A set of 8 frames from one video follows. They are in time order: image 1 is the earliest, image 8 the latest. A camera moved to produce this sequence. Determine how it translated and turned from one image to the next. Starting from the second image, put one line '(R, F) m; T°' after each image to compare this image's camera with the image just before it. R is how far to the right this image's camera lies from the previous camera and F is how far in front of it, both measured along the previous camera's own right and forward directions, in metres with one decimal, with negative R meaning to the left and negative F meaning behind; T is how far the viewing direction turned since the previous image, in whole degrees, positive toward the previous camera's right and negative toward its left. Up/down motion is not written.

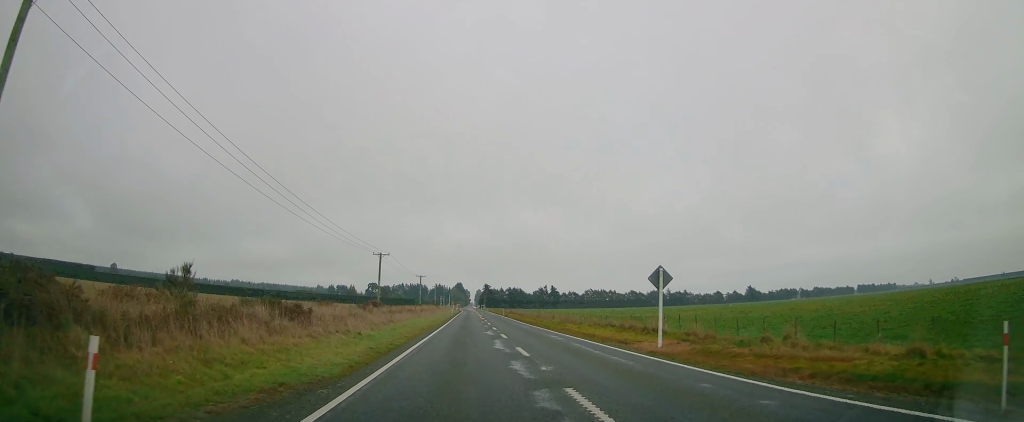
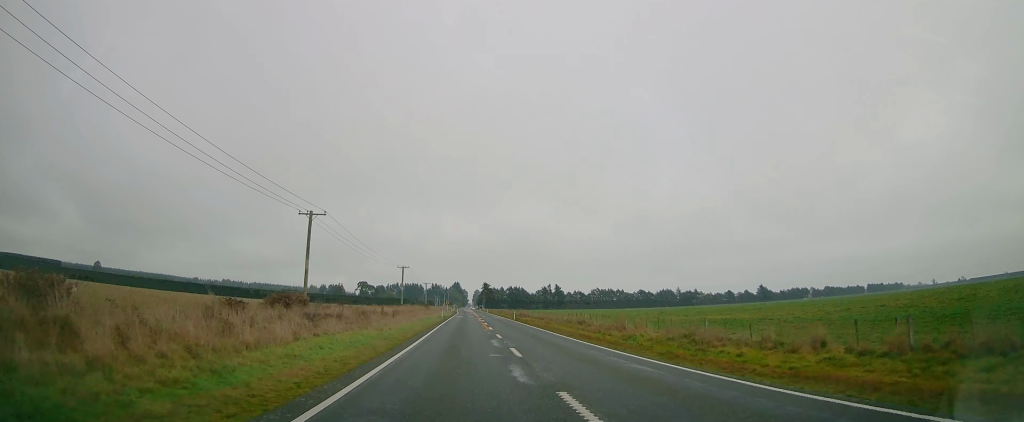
(-0.2, +30.0) m; -1°
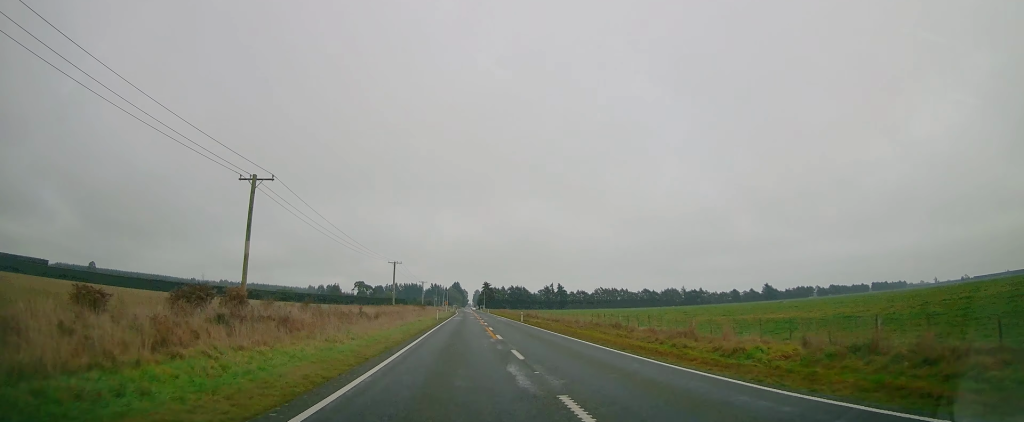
(+0.1, +10.8) m; 0°
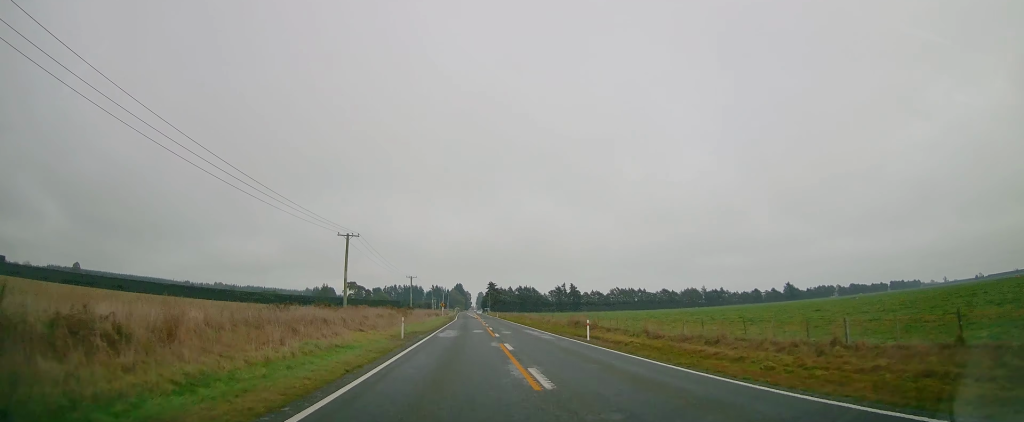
(-0.4, +35.0) m; 0°
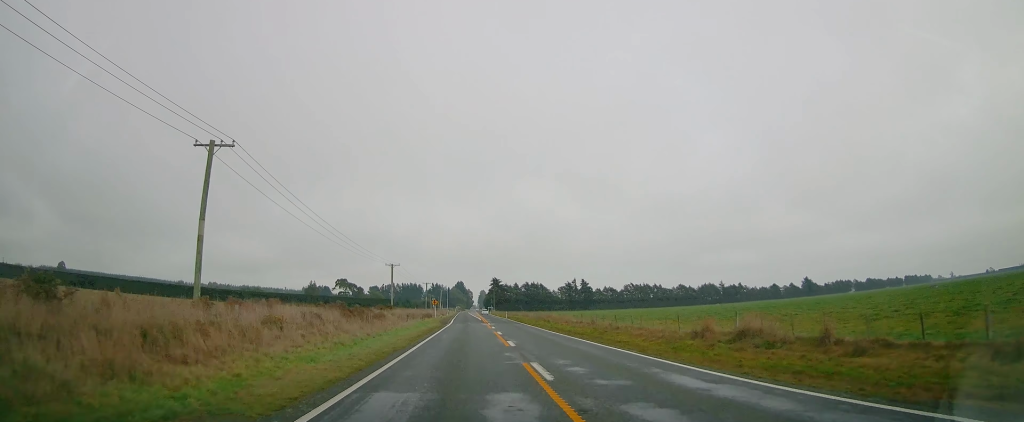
(+0.5, +28.6) m; +1°
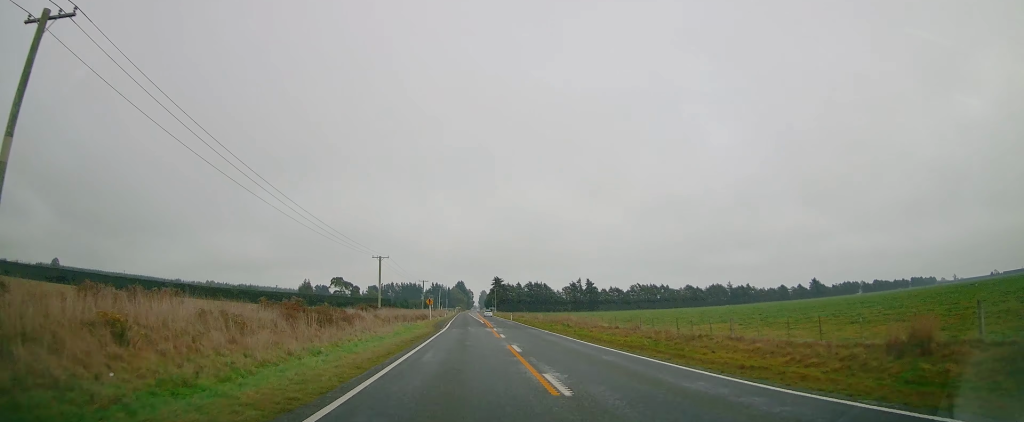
(0.0, +11.6) m; 0°
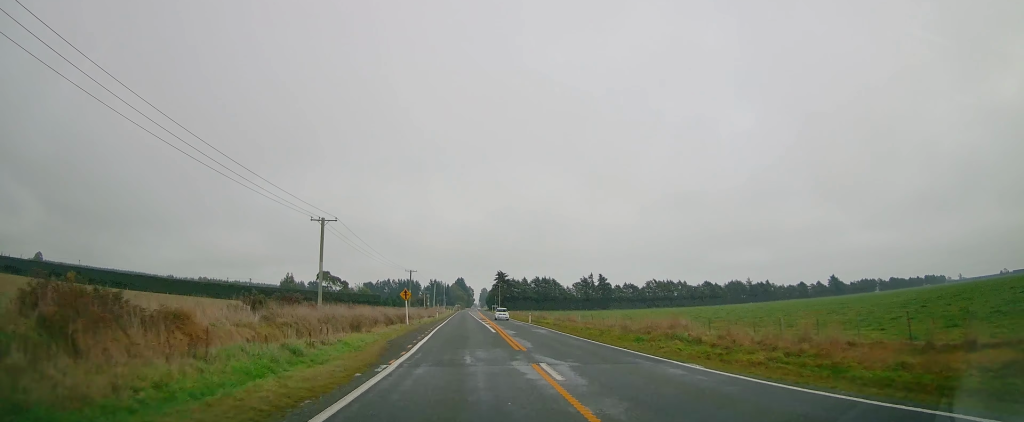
(-0.3, +27.8) m; -1°
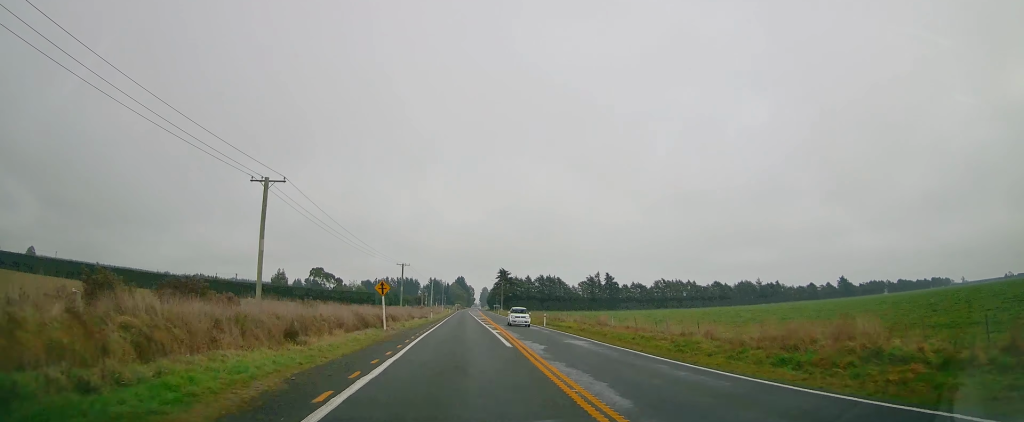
(-0.2, +12.6) m; 0°
